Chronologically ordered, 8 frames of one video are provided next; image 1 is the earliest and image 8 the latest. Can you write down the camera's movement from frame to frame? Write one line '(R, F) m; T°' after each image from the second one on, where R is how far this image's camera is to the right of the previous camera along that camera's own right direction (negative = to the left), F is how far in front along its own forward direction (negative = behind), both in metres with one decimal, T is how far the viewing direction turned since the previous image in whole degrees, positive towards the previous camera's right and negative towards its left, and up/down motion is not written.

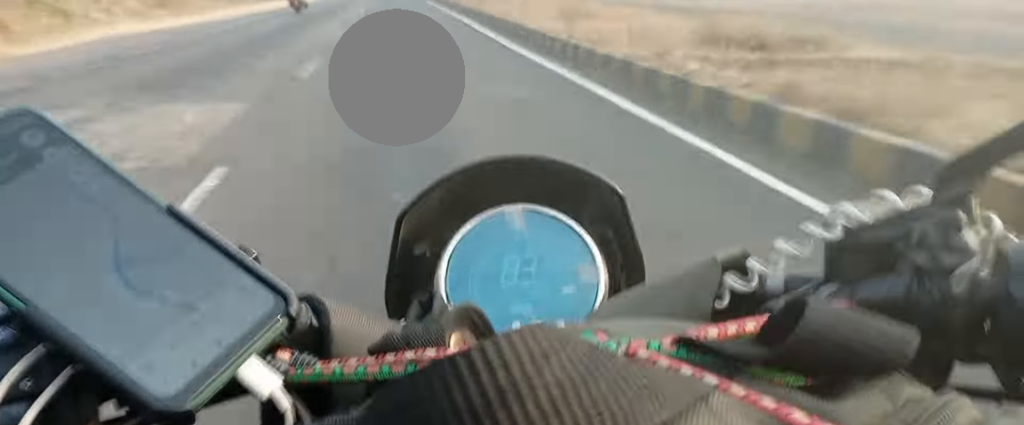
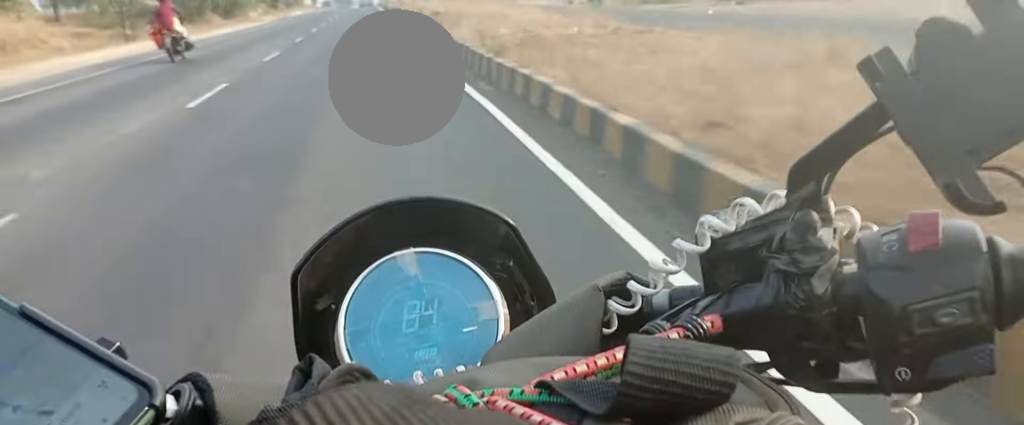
(-0.1, +27.1) m; -2°
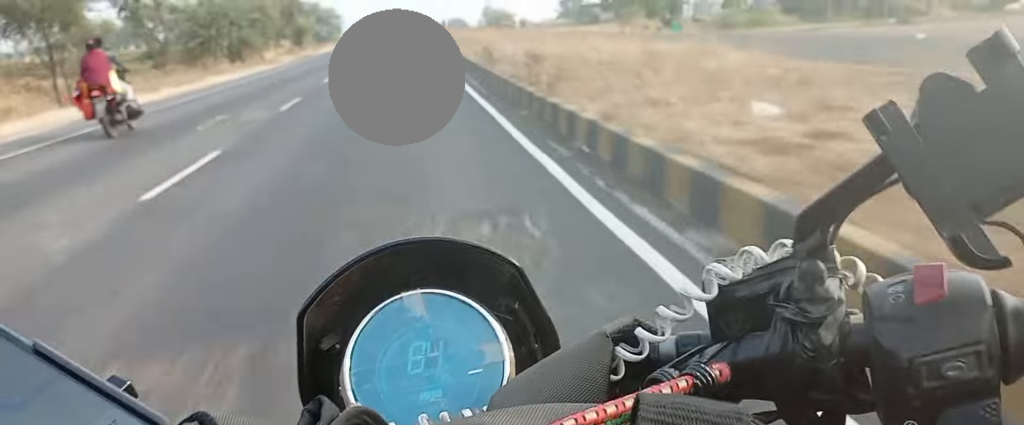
(-0.3, +12.2) m; -1°
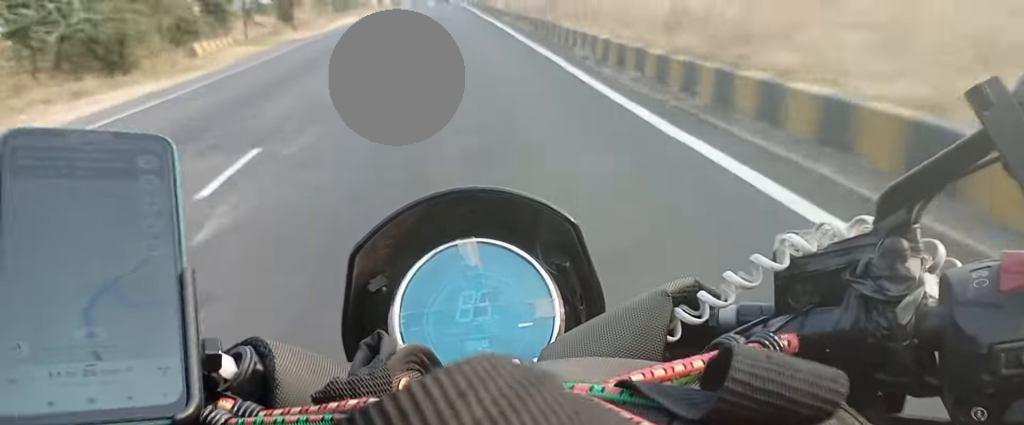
(-0.3, +28.8) m; -1°
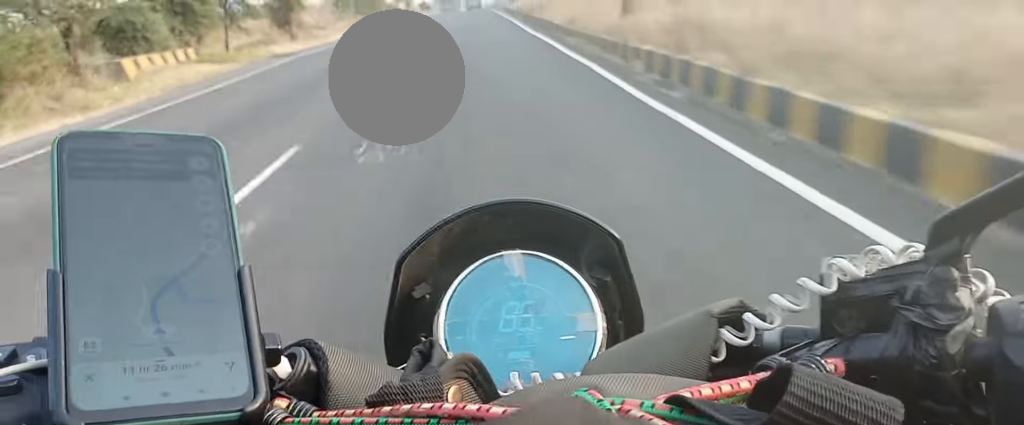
(-0.1, +10.3) m; 0°
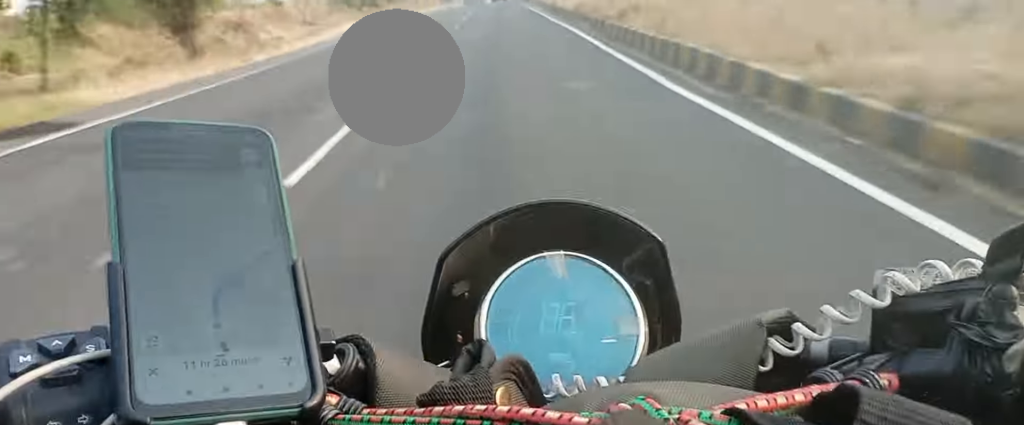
(-0.1, +17.4) m; 0°
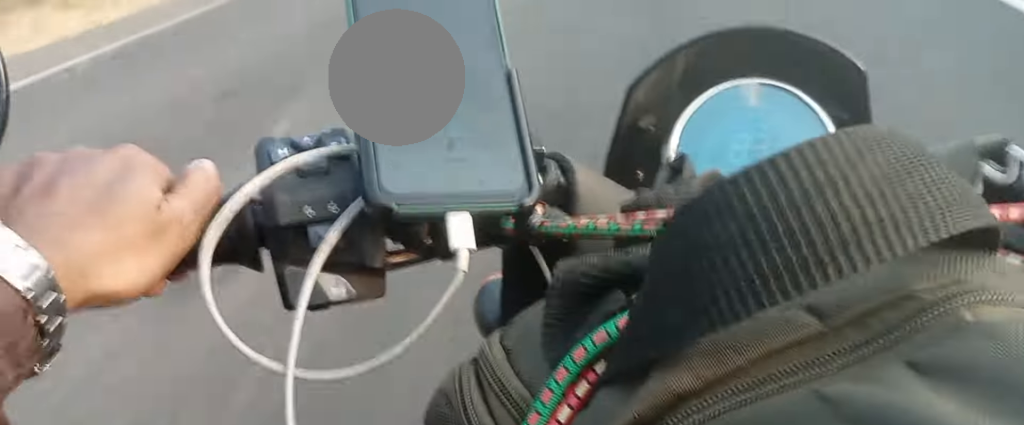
(+0.1, +9.5) m; 0°
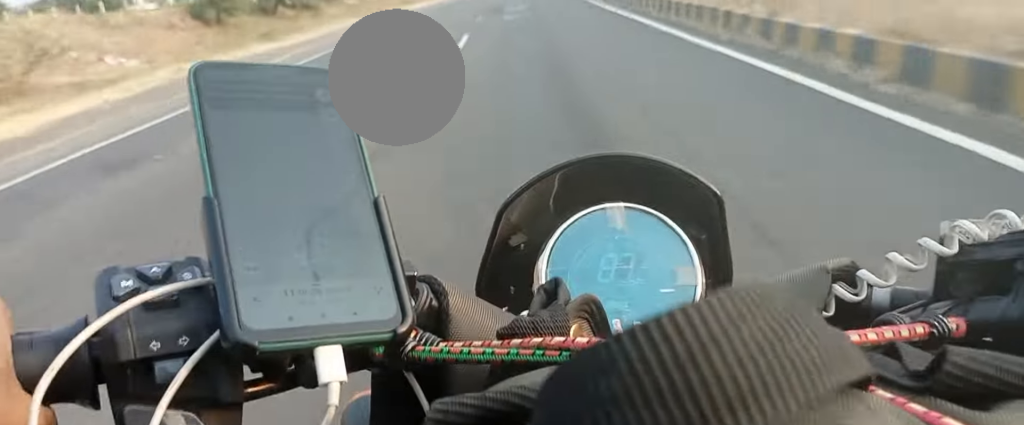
(-0.1, +34.1) m; -1°
